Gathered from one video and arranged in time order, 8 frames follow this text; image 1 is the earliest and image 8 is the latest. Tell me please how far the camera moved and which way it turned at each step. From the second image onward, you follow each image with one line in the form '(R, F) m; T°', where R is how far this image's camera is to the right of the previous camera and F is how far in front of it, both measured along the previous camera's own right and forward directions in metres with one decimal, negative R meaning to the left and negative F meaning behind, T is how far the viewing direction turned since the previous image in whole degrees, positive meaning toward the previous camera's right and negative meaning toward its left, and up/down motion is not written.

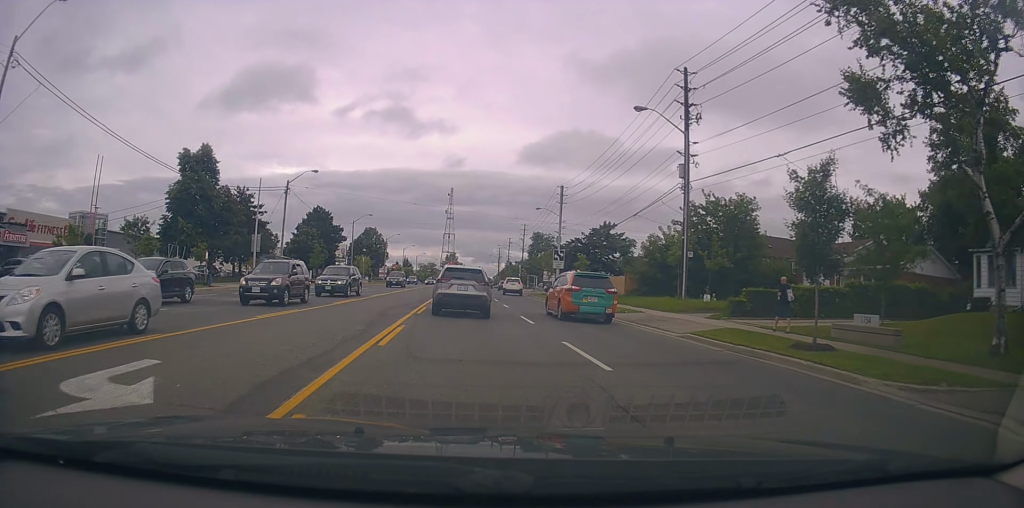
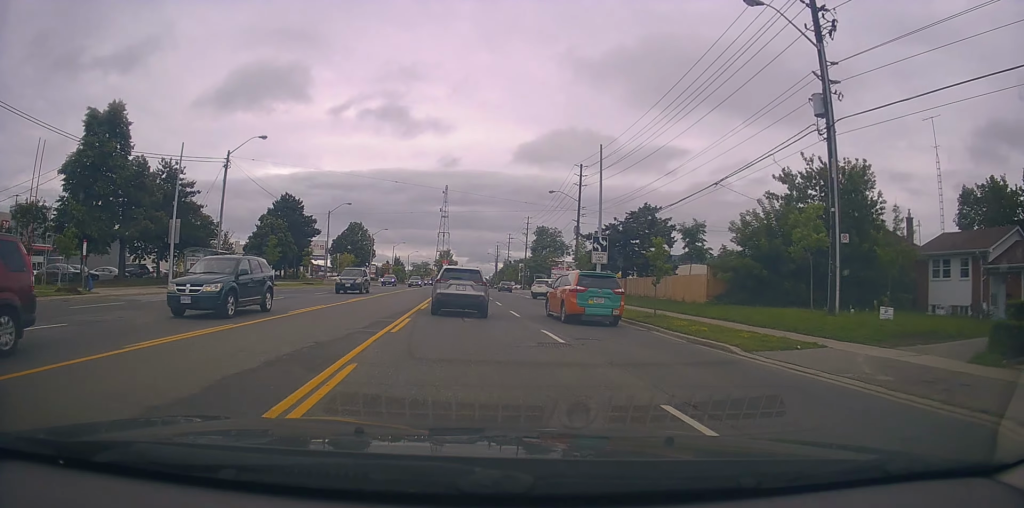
(0.0, +14.7) m; 0°
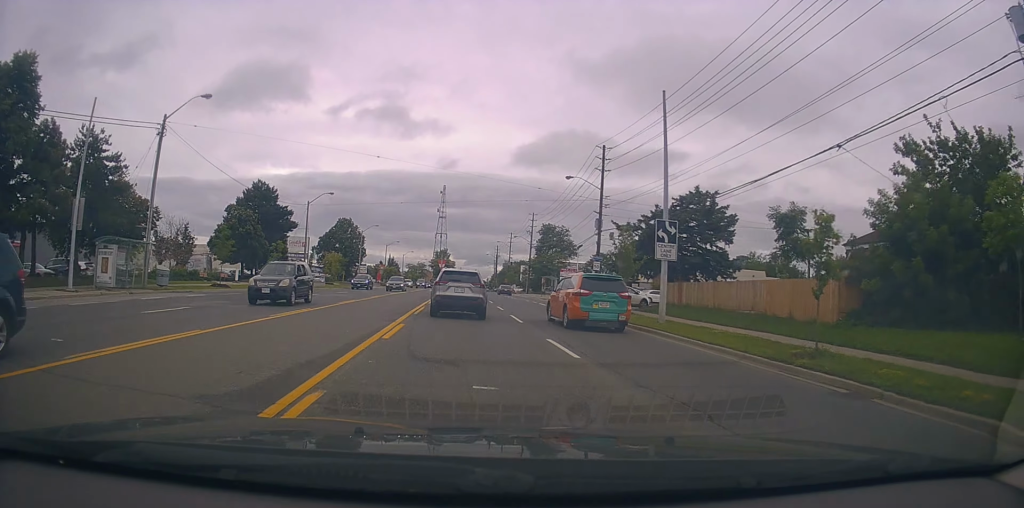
(0.0, +10.5) m; 0°
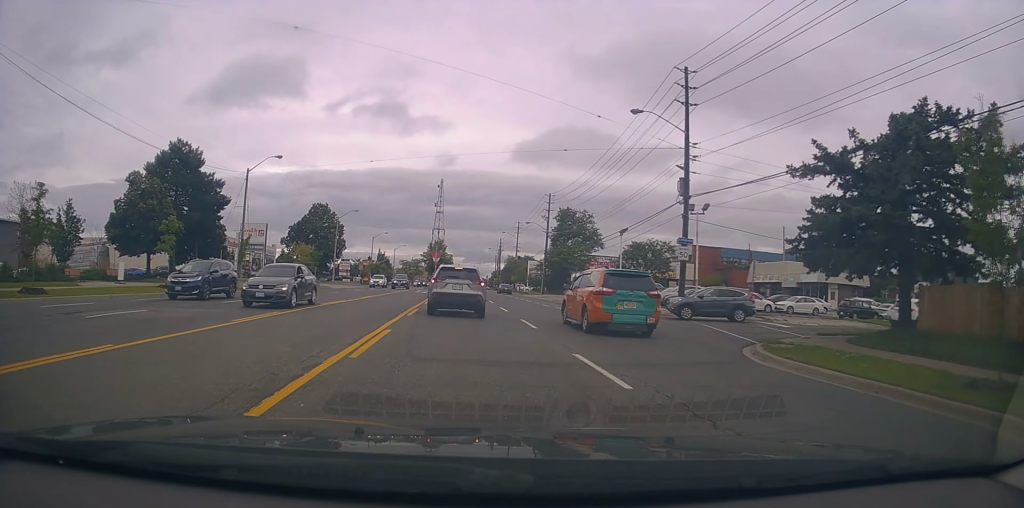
(+0.2, +20.3) m; 0°
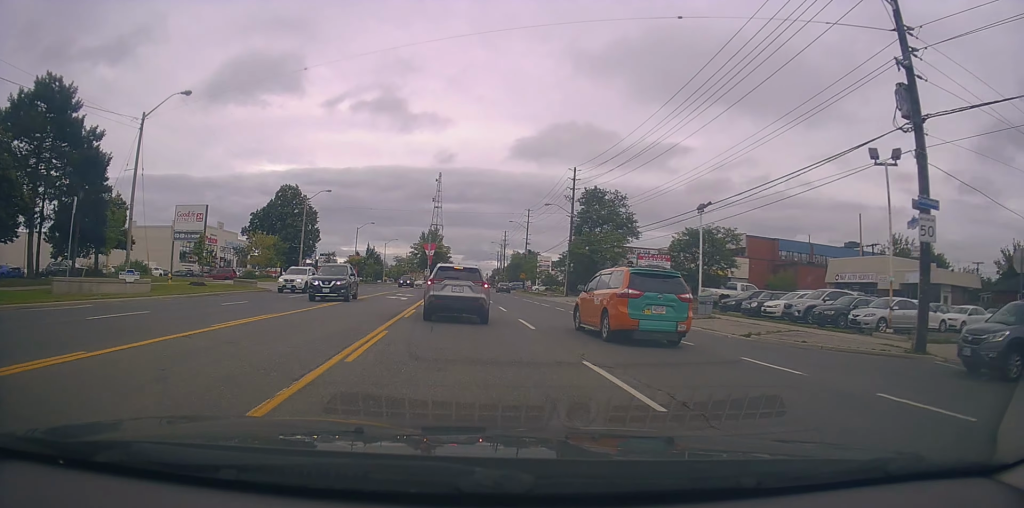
(-0.4, +18.5) m; -2°
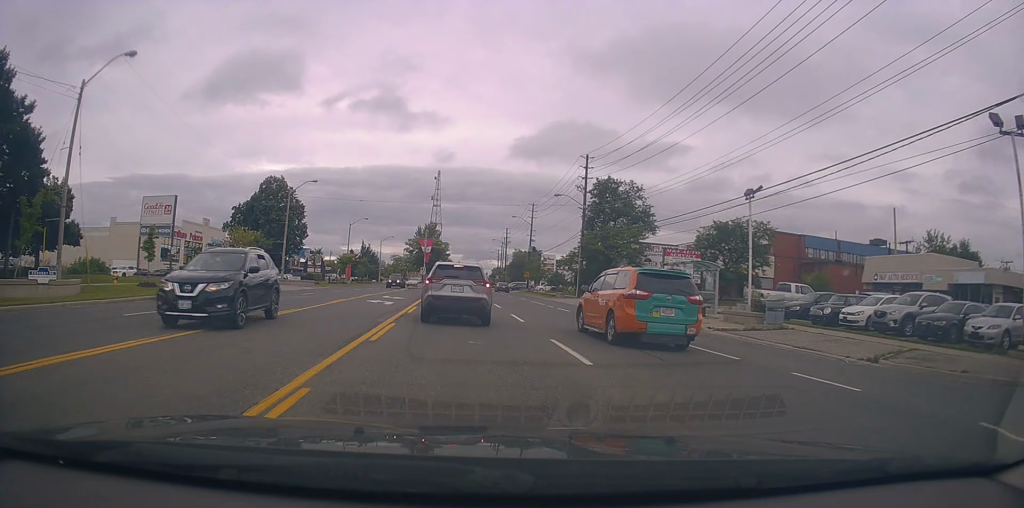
(0.0, +6.7) m; 0°
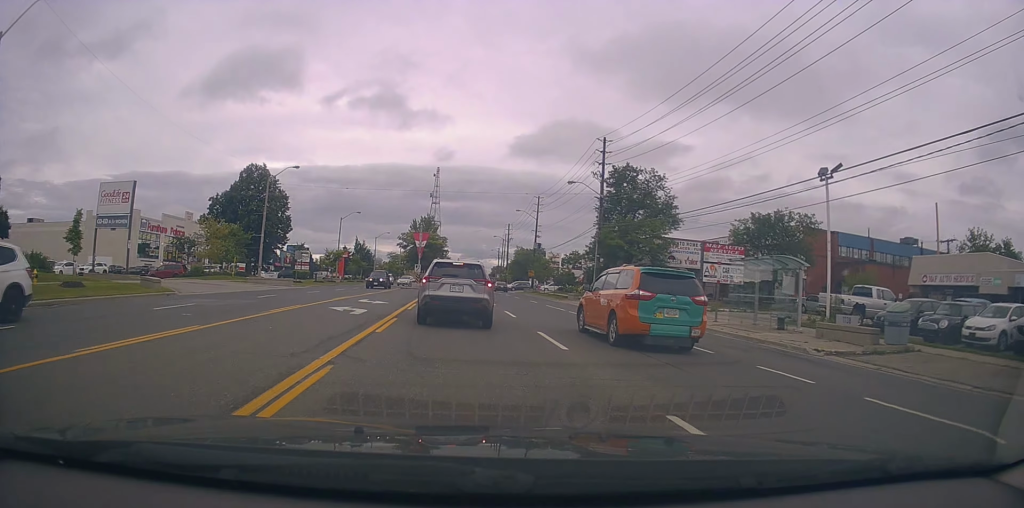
(0.0, +7.4) m; +1°
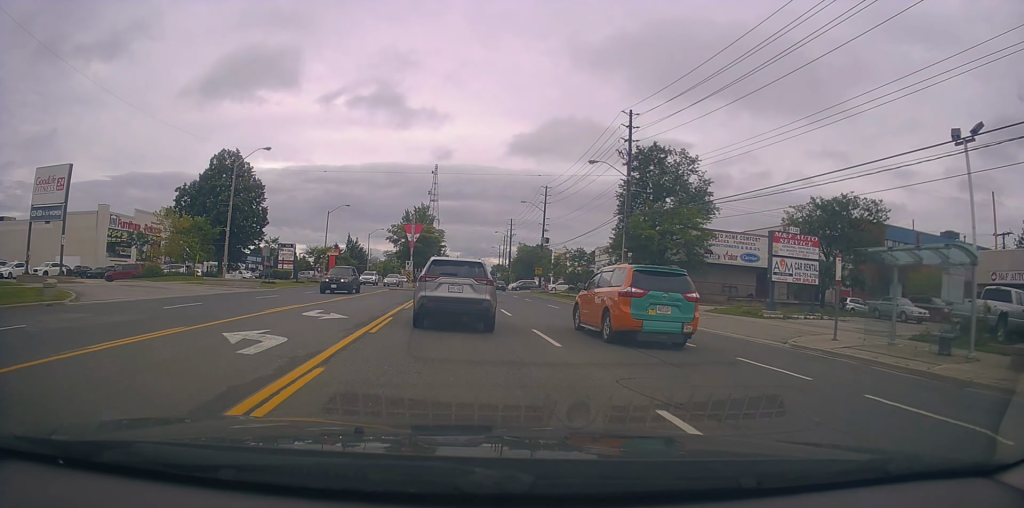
(+0.1, +8.9) m; +2°
